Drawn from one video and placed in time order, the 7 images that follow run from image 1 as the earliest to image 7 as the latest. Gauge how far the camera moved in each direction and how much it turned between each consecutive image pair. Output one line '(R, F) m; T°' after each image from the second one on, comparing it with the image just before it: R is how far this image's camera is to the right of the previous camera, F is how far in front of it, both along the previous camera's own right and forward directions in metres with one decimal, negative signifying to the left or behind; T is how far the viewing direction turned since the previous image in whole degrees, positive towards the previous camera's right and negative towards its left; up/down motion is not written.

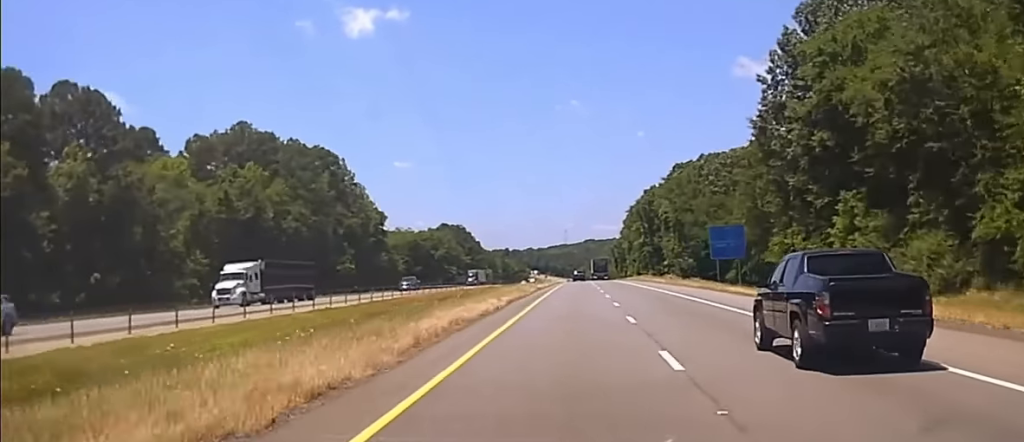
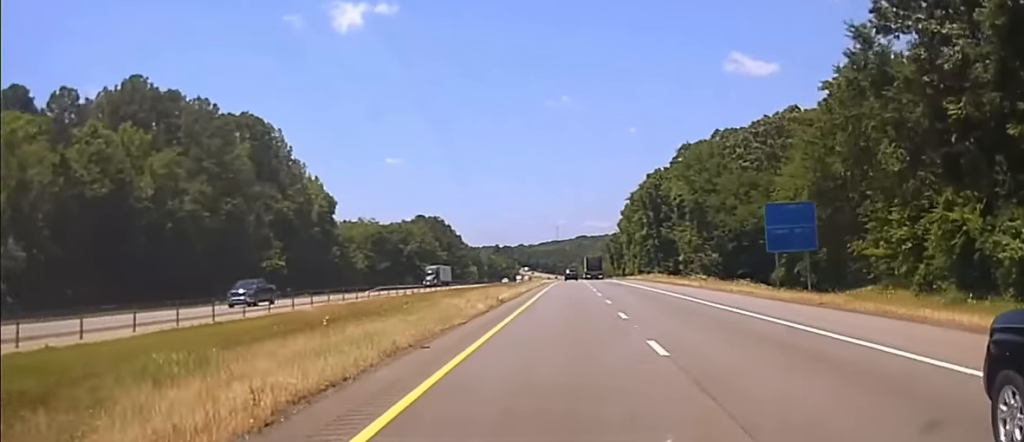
(+0.1, +37.4) m; 0°
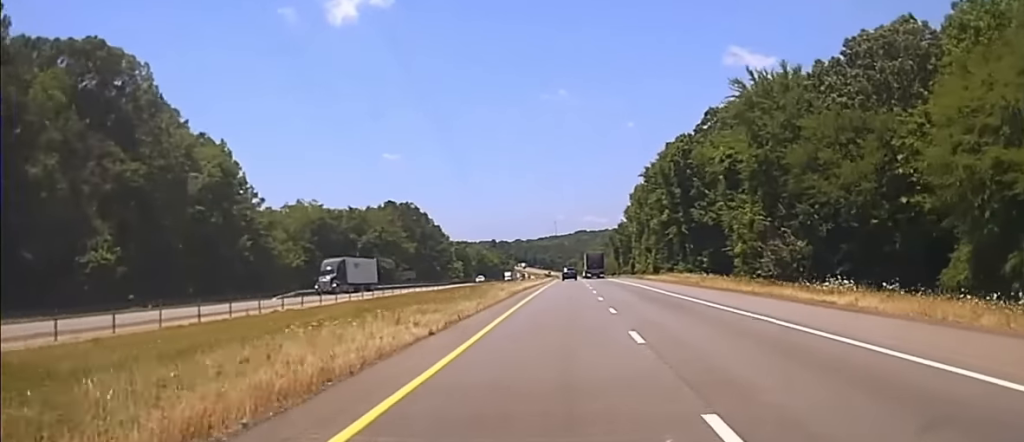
(+0.1, +52.6) m; 0°
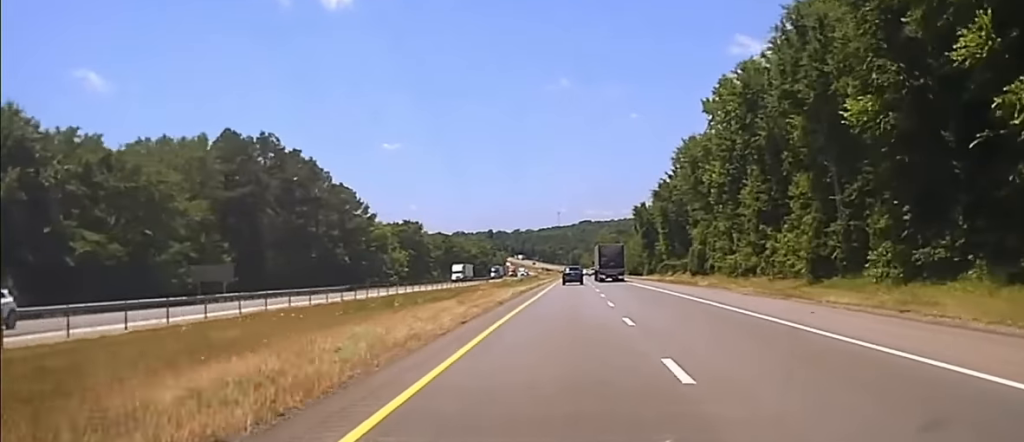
(-0.2, +118.3) m; 0°
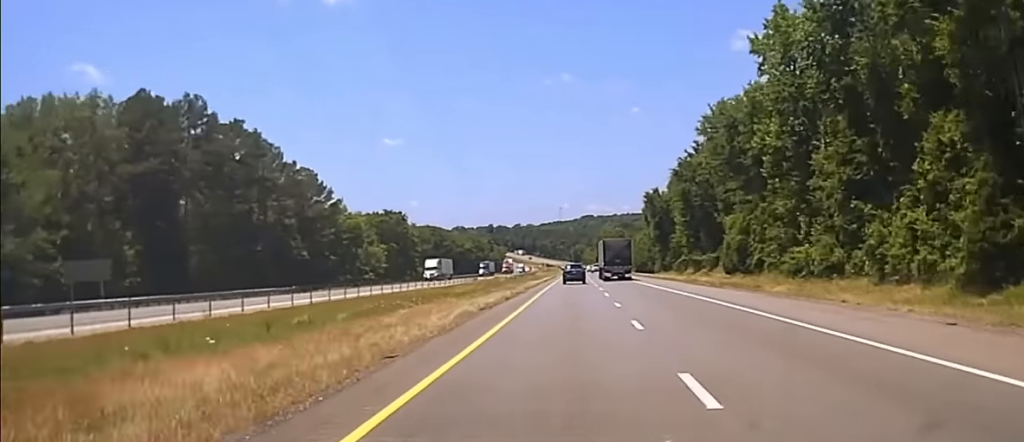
(0.0, +22.7) m; 0°
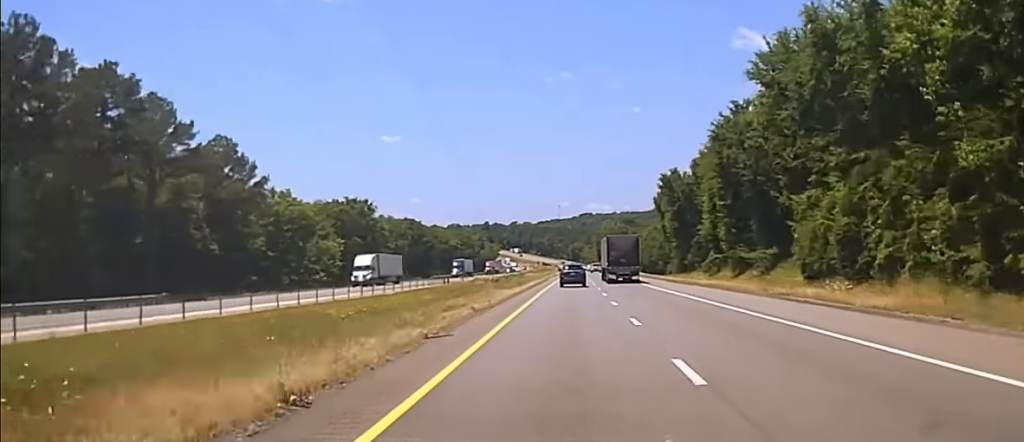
(0.0, +29.2) m; 0°
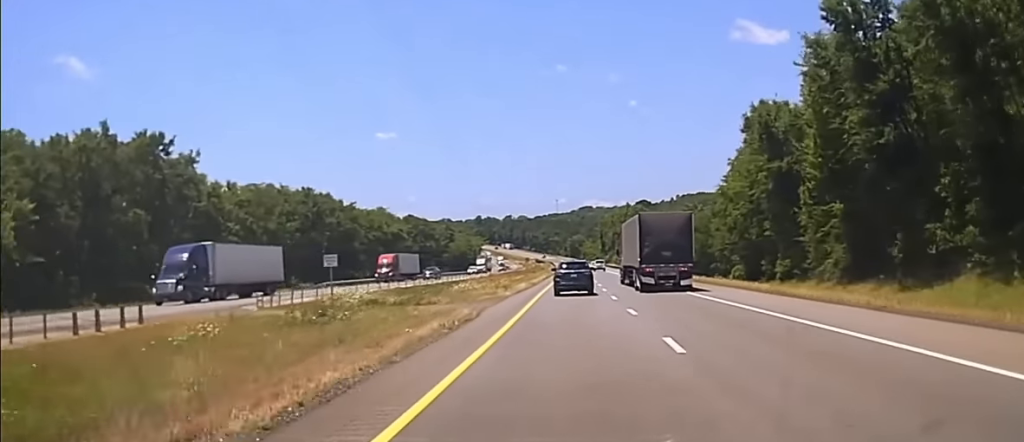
(+0.2, +95.3) m; 0°
